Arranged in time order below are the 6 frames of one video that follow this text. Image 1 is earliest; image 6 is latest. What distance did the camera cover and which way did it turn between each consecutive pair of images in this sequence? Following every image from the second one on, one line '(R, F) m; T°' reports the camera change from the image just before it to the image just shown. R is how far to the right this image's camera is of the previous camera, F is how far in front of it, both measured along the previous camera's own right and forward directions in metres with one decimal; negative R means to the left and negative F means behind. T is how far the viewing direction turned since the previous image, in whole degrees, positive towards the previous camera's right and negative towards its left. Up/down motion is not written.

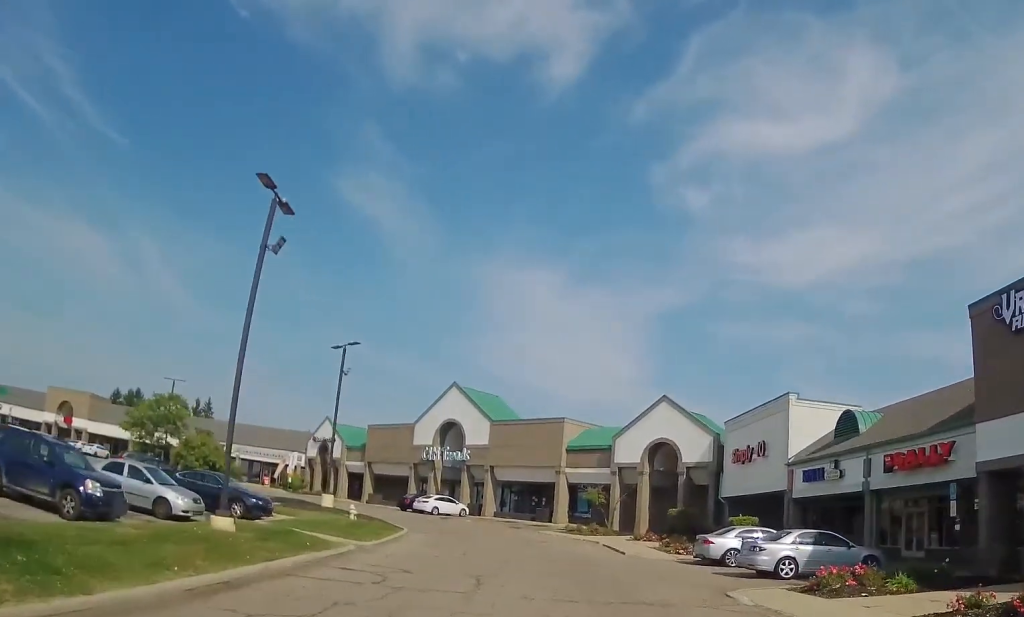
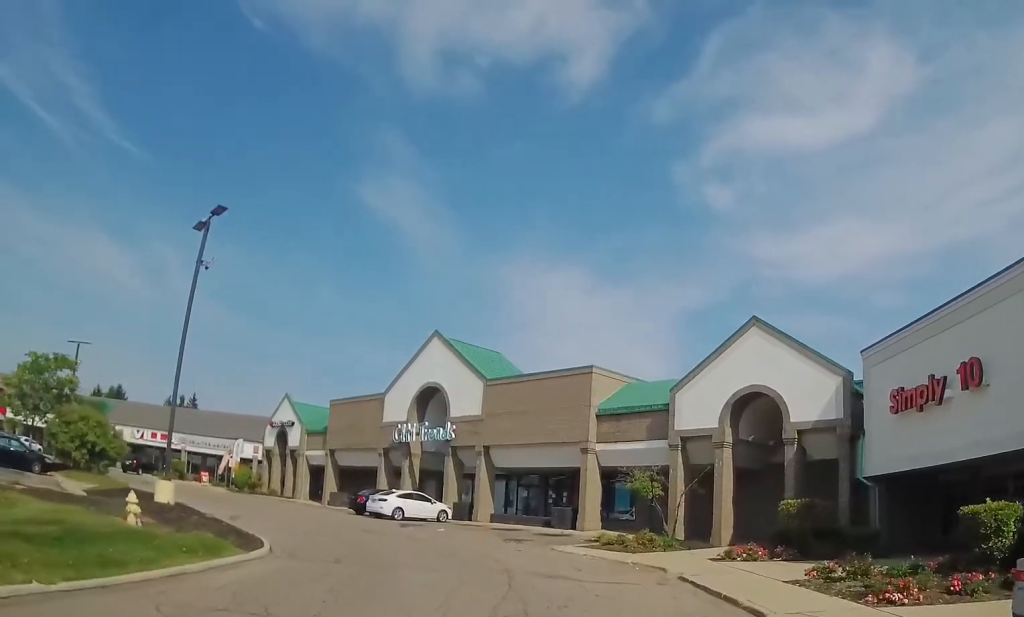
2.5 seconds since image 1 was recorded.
(-0.9, +17.6) m; -3°
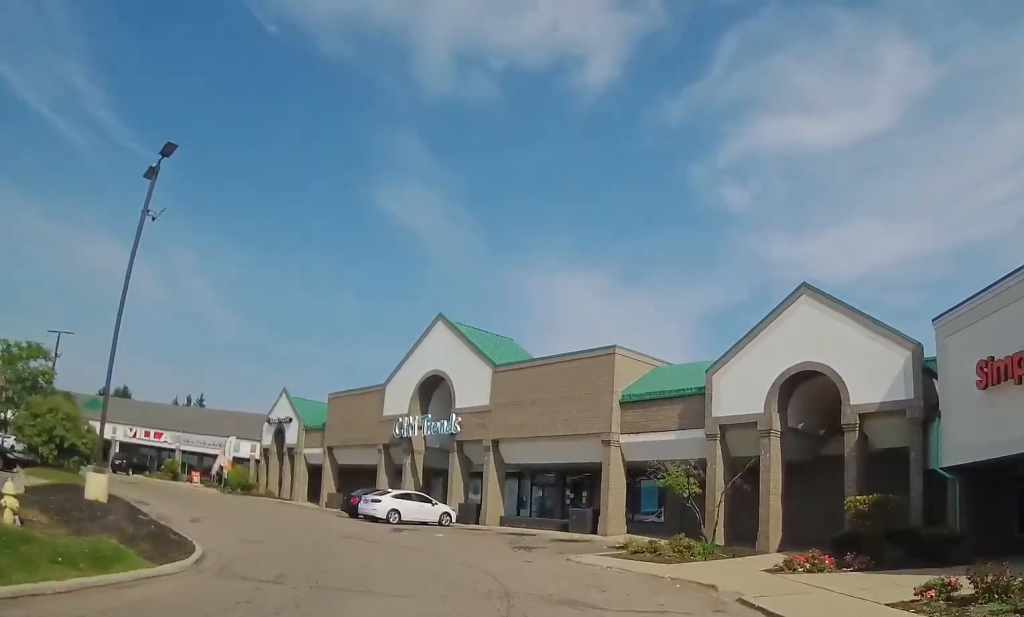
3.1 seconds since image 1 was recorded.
(0.0, +4.2) m; 0°
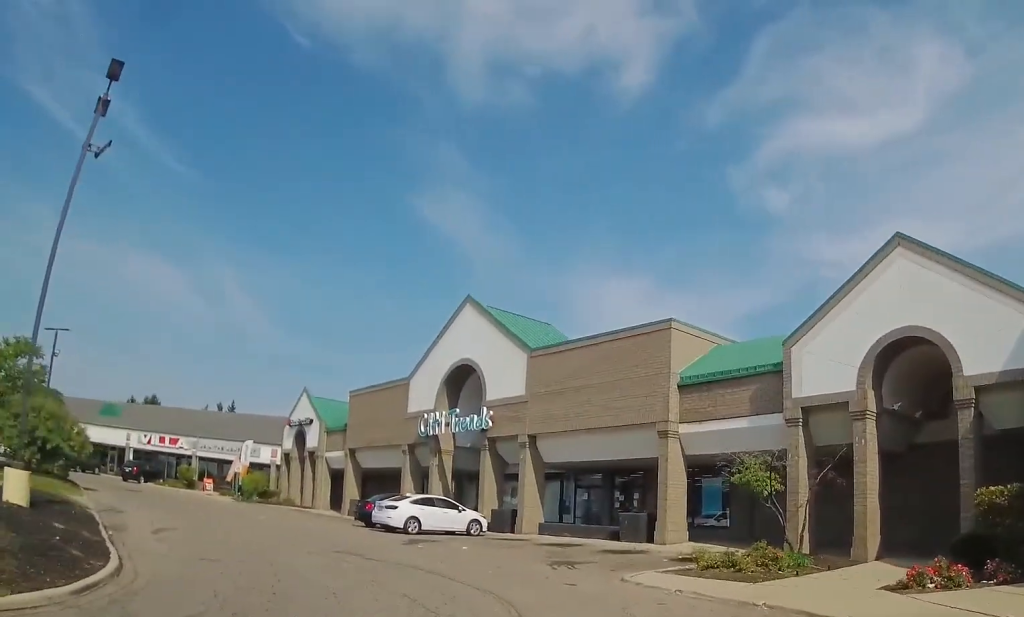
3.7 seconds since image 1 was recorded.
(0.0, +4.6) m; -3°
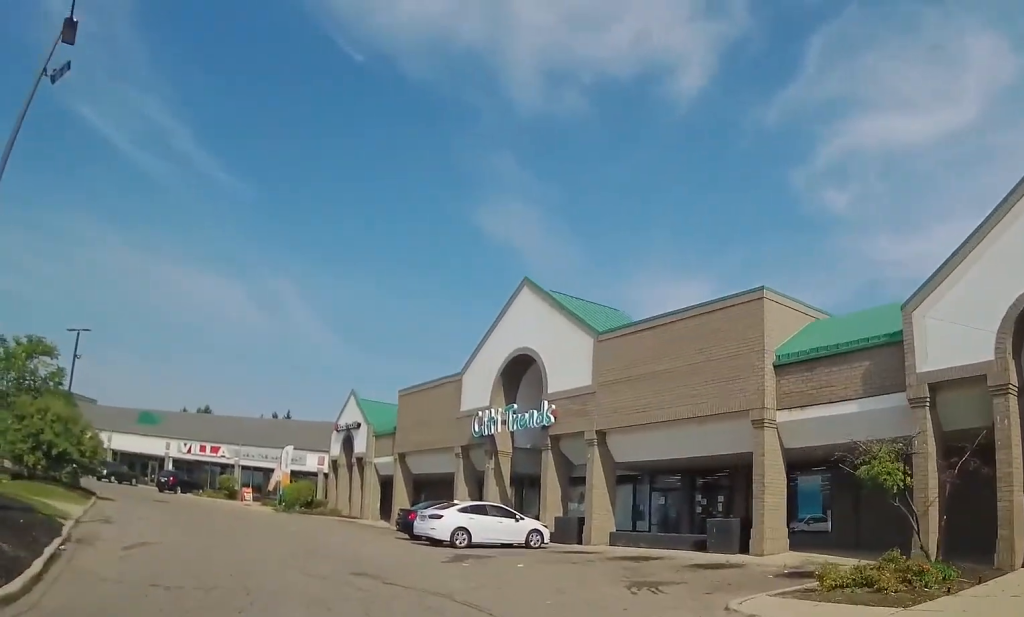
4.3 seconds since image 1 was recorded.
(+0.1, +4.1) m; -4°
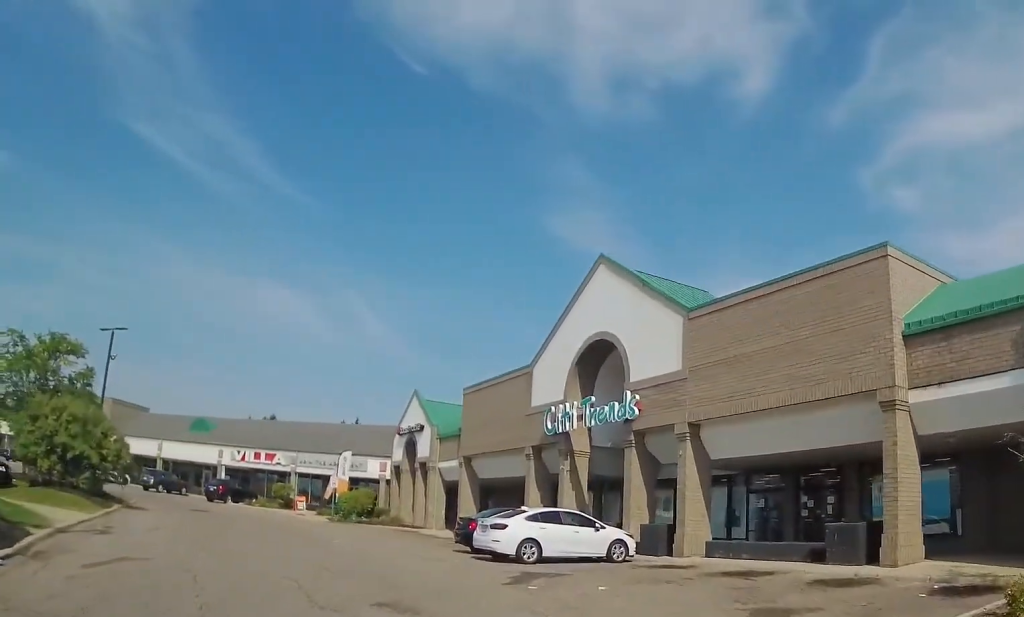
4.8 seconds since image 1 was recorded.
(-0.4, +3.8) m; -7°
